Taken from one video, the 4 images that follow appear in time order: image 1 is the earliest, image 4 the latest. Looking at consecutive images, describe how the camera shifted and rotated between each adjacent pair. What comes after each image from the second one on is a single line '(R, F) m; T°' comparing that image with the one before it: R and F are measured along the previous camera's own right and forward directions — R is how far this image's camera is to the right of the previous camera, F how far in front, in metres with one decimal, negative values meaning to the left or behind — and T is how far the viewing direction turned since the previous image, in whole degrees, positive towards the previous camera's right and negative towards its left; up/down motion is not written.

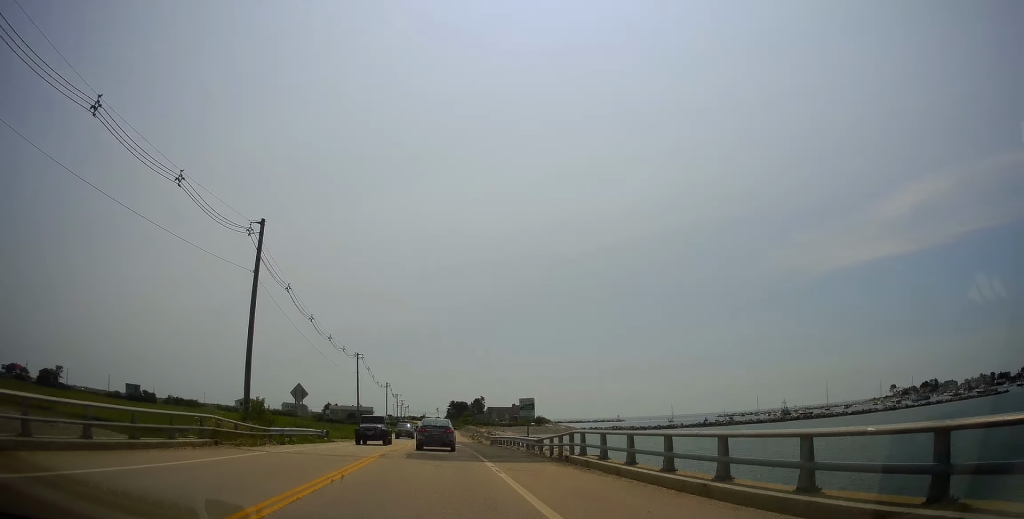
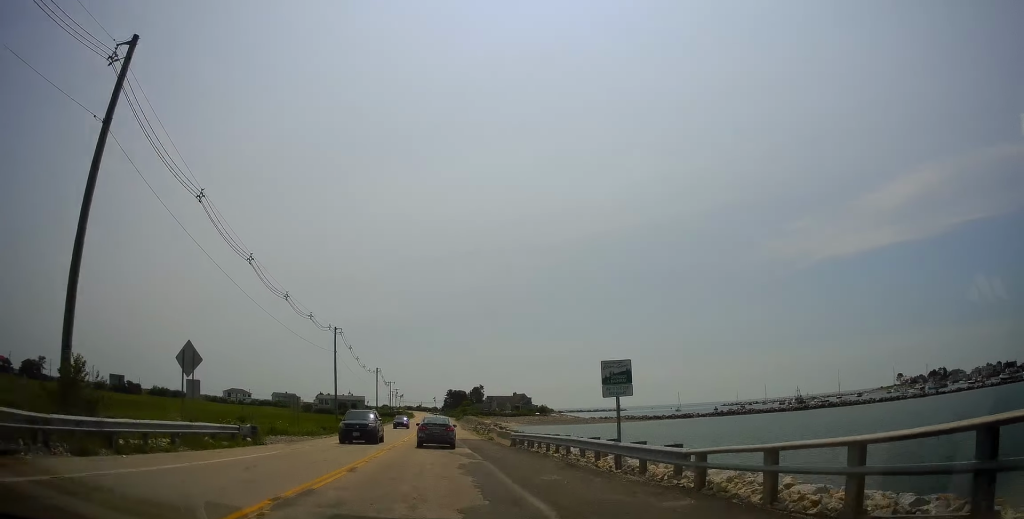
(-0.2, +16.2) m; +1°
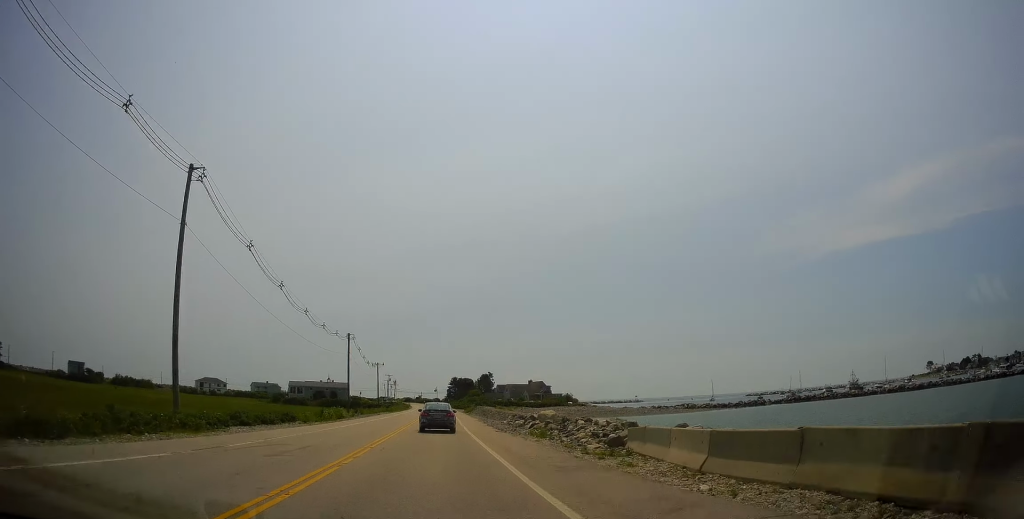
(-0.2, +44.6) m; -2°
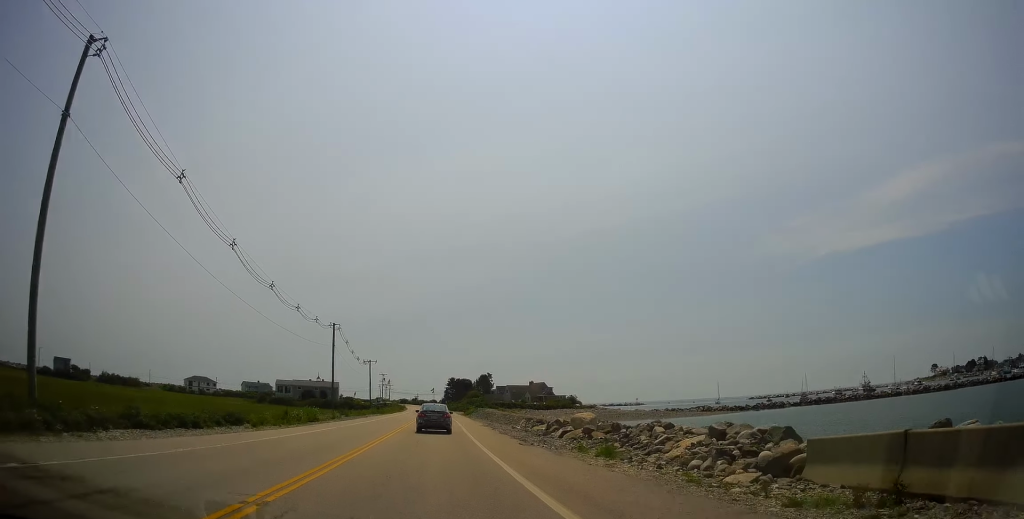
(0.0, +10.6) m; +1°
